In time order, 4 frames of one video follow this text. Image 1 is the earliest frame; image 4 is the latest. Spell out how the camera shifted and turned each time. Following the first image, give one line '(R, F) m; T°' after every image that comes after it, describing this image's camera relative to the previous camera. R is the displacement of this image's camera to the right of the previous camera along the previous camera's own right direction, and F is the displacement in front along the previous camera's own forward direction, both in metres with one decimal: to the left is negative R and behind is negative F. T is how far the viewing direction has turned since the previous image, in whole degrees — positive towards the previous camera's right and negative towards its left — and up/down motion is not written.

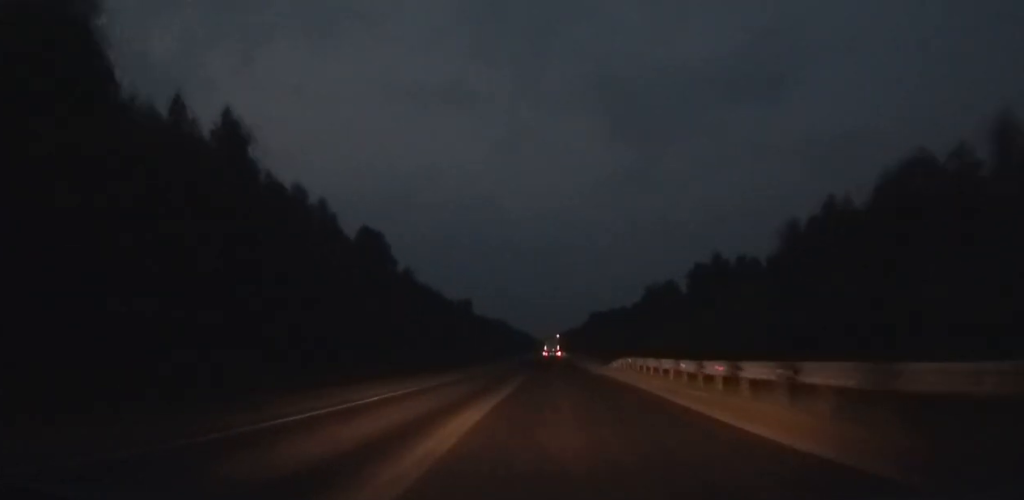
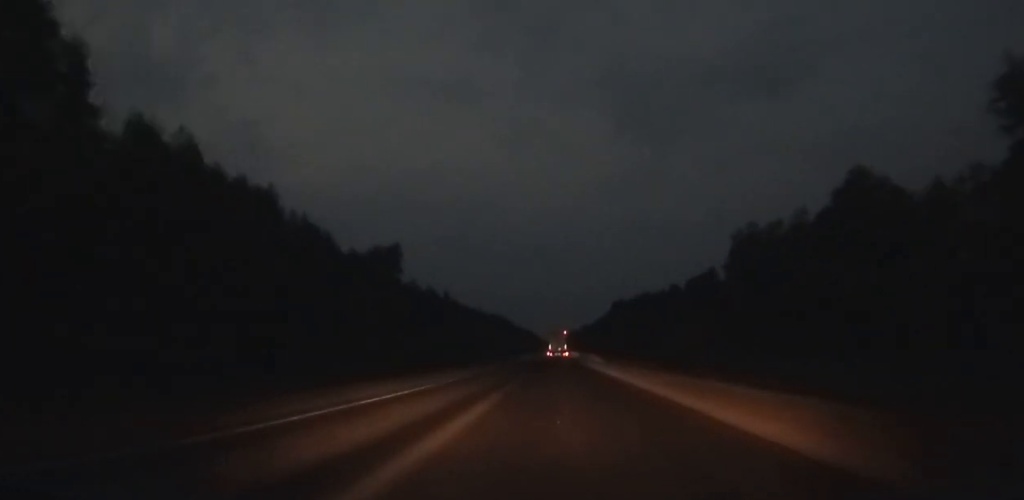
(0.0, +86.6) m; 0°
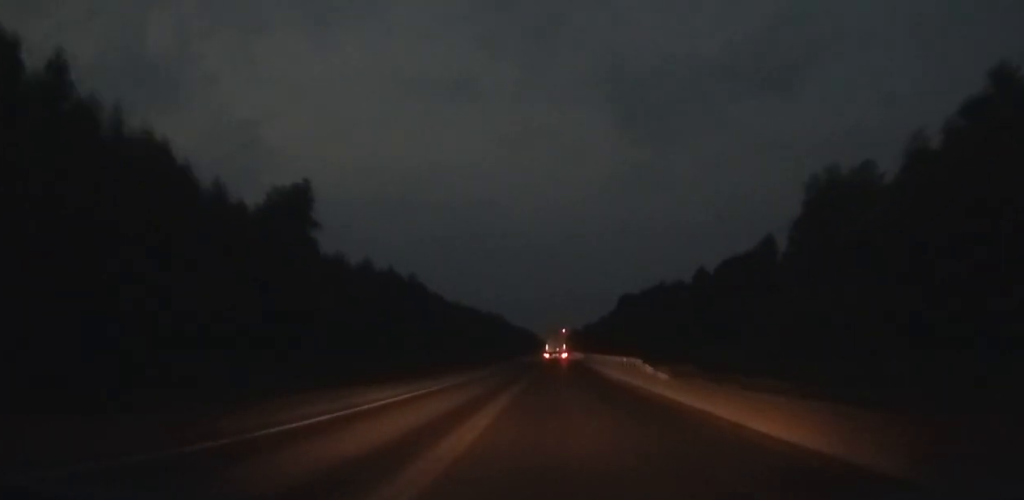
(+0.1, +29.2) m; 0°
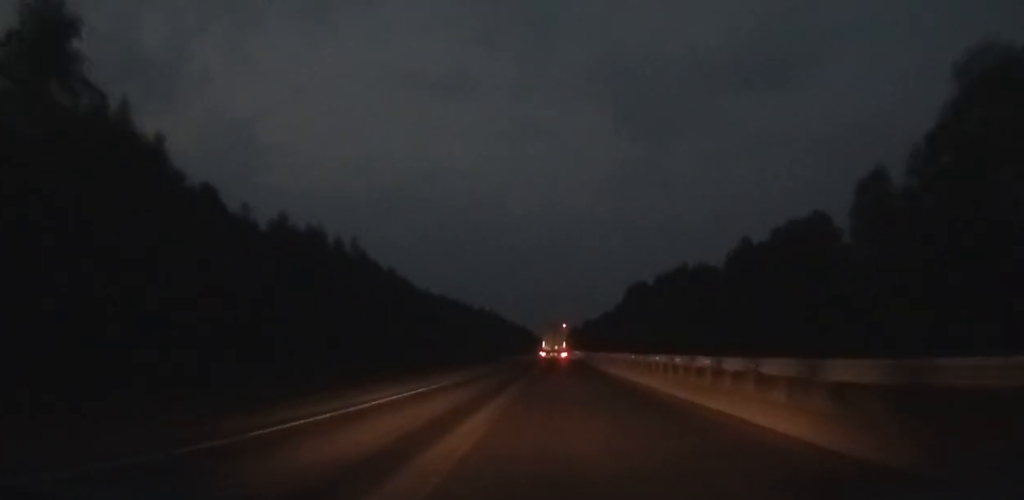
(0.0, +27.6) m; 0°
